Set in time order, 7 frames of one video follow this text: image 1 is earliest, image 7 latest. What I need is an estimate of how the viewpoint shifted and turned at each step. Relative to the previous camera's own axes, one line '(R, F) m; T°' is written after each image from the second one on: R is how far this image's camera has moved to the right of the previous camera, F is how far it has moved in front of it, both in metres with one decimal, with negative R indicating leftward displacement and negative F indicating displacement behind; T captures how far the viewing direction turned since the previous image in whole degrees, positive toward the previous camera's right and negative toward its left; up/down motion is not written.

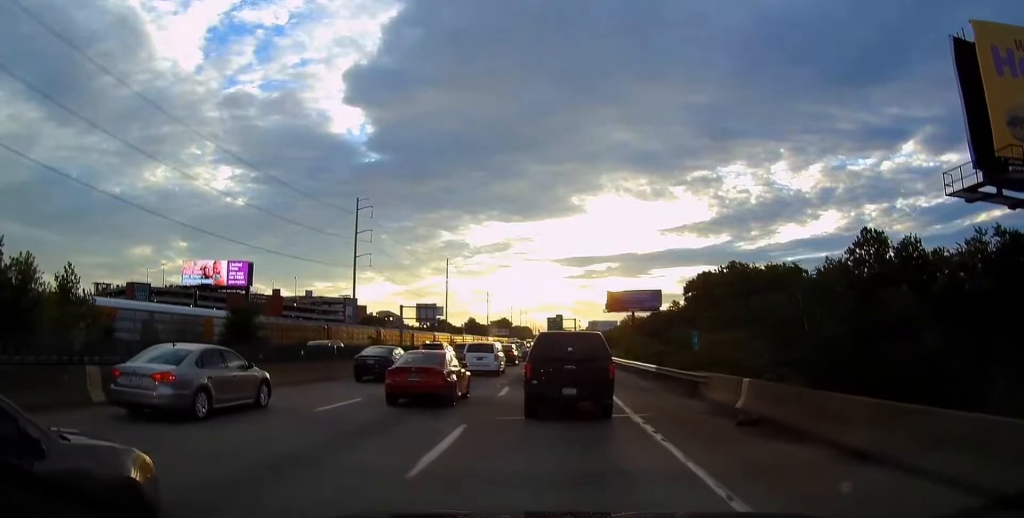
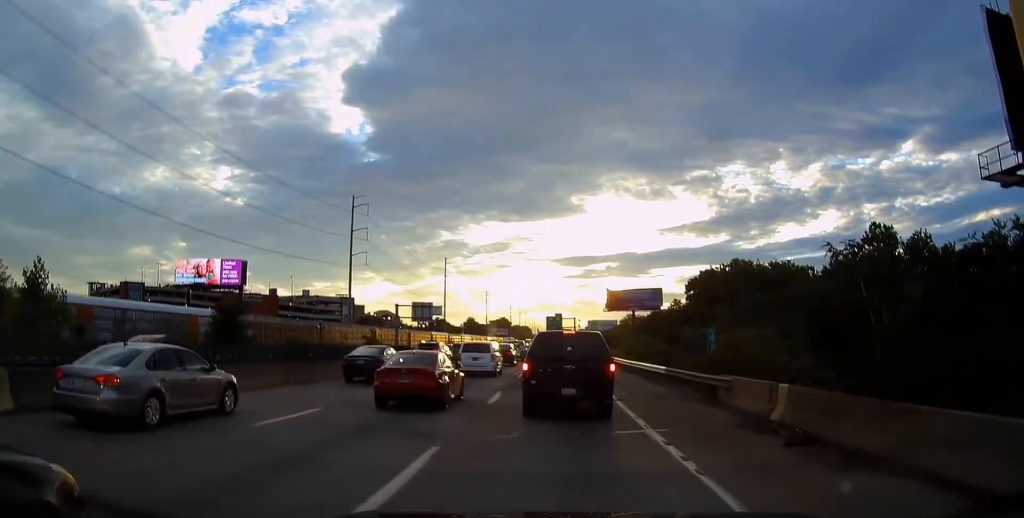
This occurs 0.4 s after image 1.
(0.0, +3.1) m; +1°
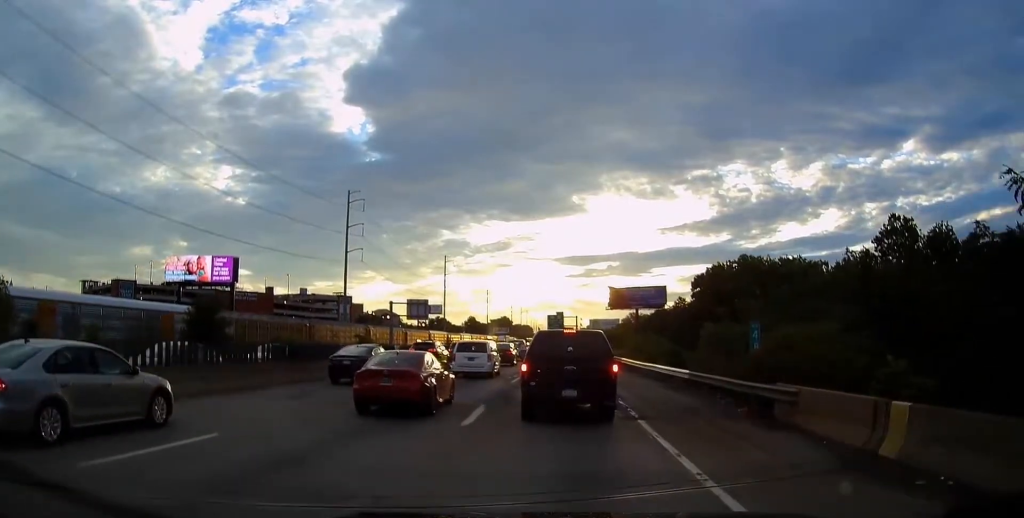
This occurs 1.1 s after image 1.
(0.0, +5.2) m; +1°
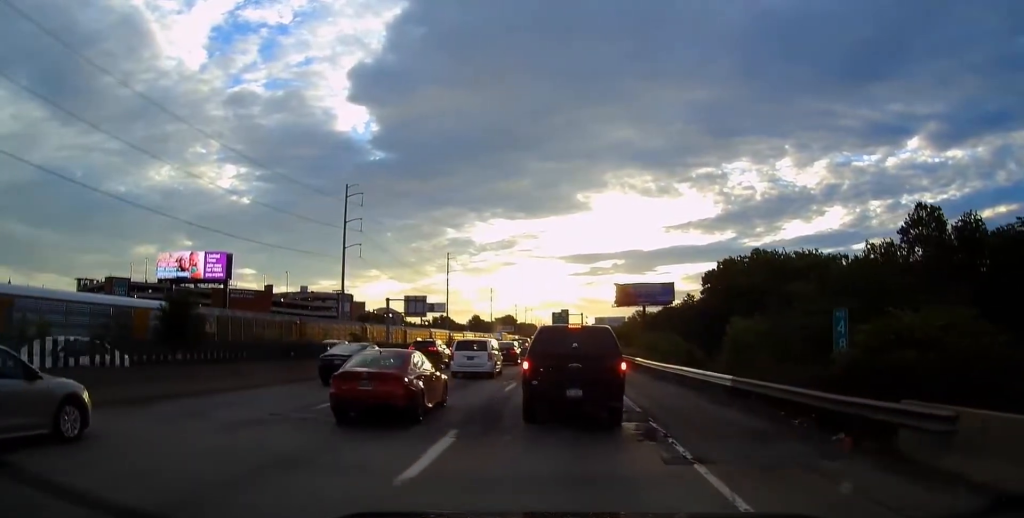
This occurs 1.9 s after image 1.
(+0.2, +5.4) m; 0°
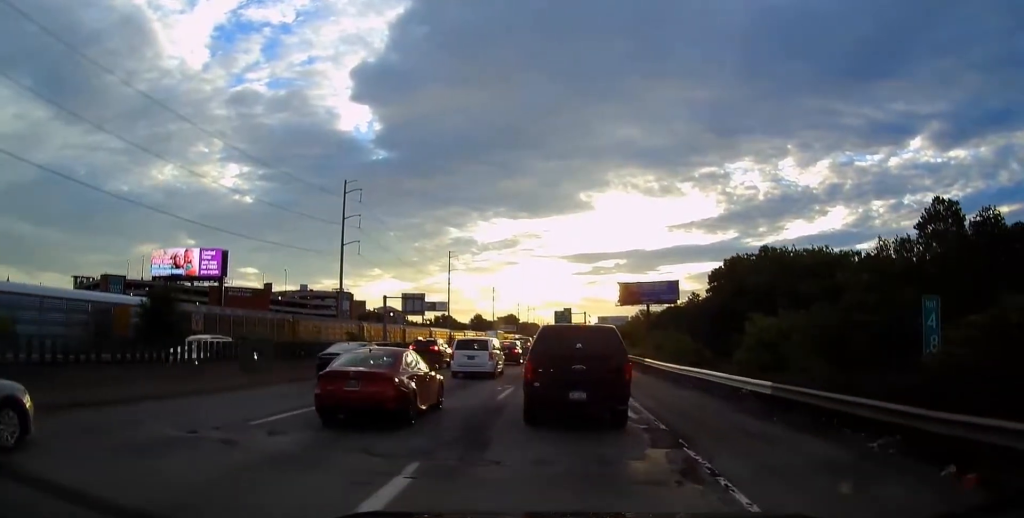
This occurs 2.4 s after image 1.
(-0.1, +3.1) m; -1°
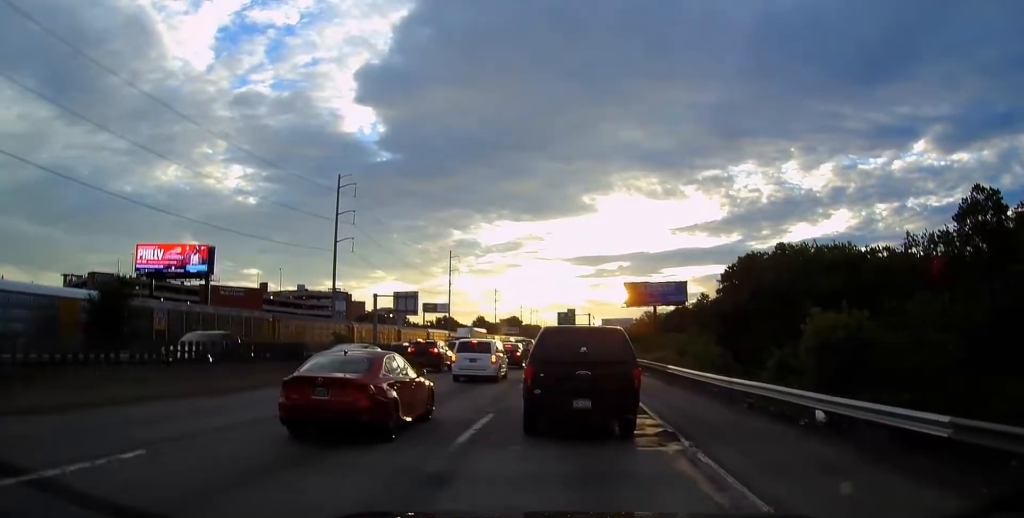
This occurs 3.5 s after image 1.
(-0.2, +7.2) m; -1°
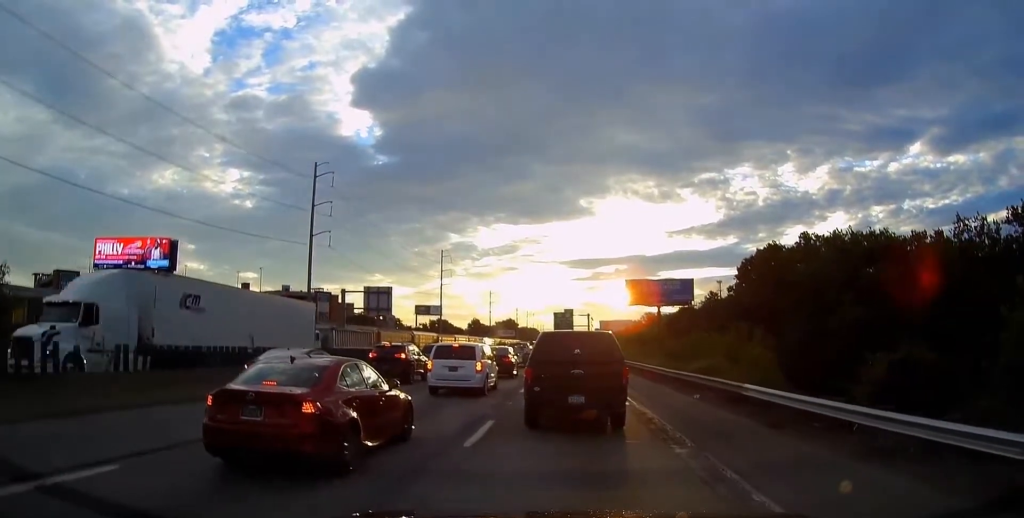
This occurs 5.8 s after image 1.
(+0.1, +12.2) m; 0°
